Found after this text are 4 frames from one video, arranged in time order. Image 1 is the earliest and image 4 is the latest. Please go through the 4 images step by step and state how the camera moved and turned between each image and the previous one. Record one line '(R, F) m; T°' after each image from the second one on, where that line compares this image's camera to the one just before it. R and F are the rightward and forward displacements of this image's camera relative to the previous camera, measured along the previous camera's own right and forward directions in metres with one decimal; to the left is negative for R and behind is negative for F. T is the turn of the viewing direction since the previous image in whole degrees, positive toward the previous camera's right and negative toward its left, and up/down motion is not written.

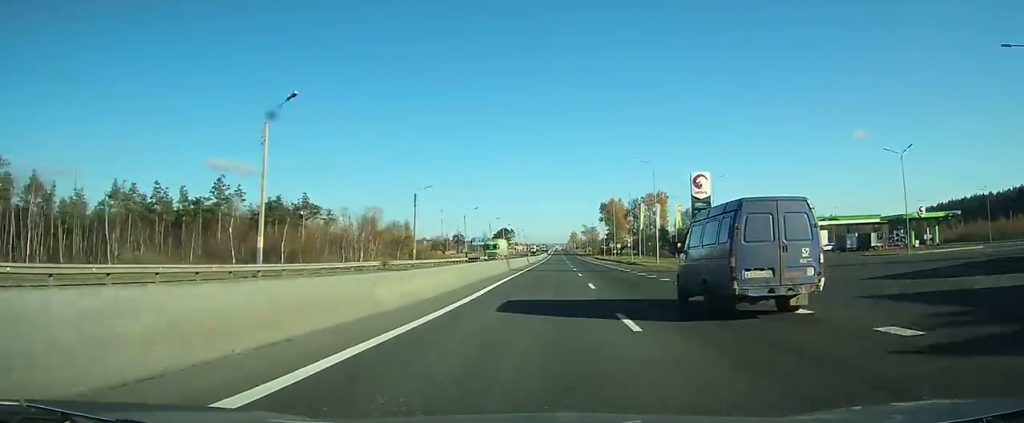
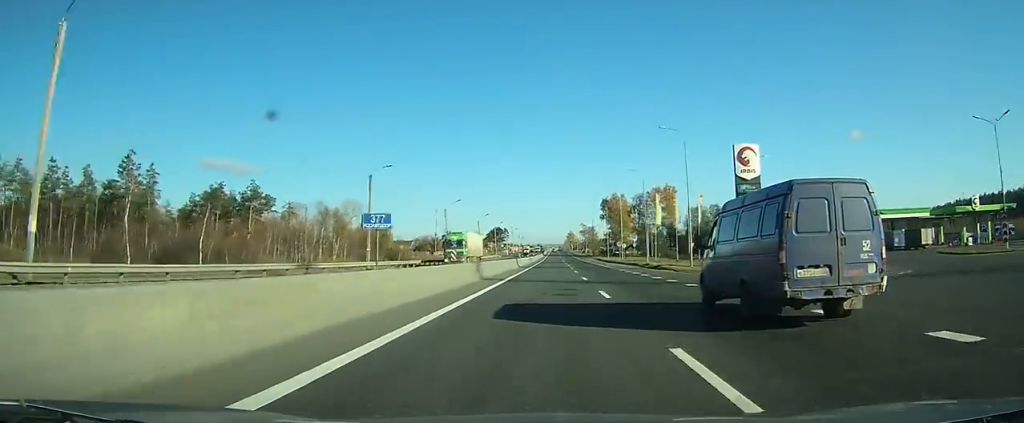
(0.0, +18.0) m; 0°
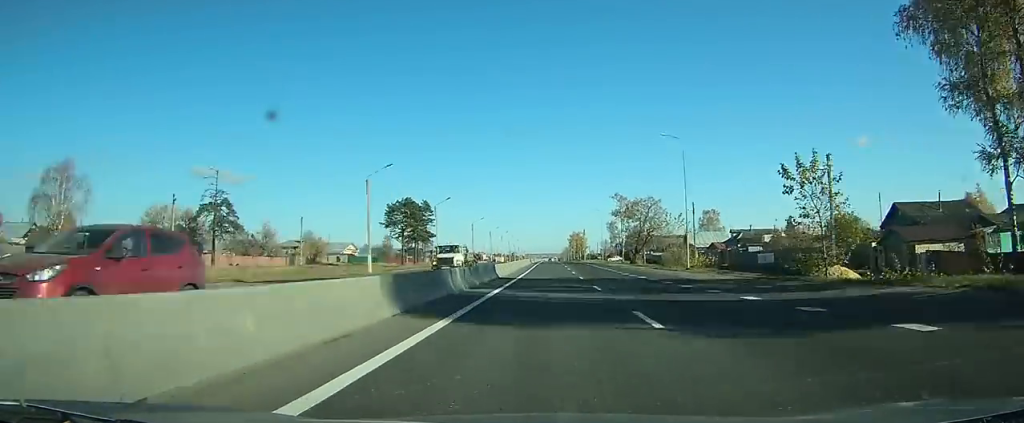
(+1.9, +161.4) m; +1°
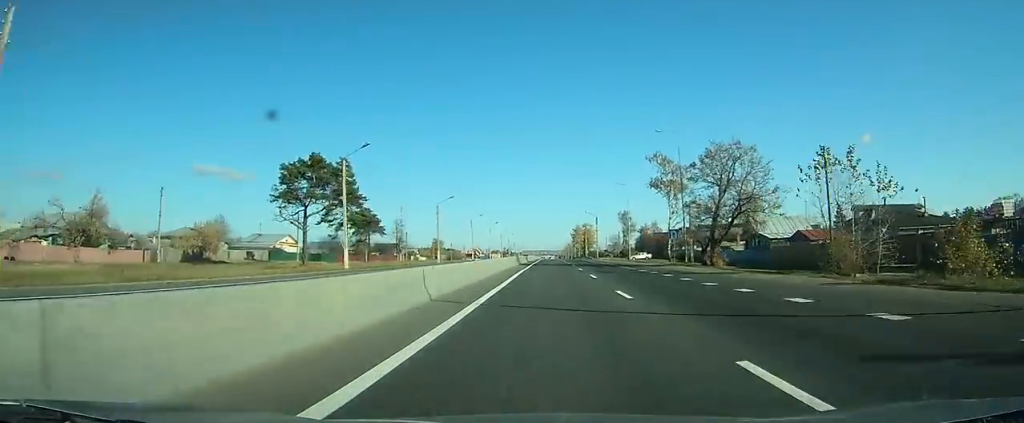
(+0.1, +44.4) m; 0°
